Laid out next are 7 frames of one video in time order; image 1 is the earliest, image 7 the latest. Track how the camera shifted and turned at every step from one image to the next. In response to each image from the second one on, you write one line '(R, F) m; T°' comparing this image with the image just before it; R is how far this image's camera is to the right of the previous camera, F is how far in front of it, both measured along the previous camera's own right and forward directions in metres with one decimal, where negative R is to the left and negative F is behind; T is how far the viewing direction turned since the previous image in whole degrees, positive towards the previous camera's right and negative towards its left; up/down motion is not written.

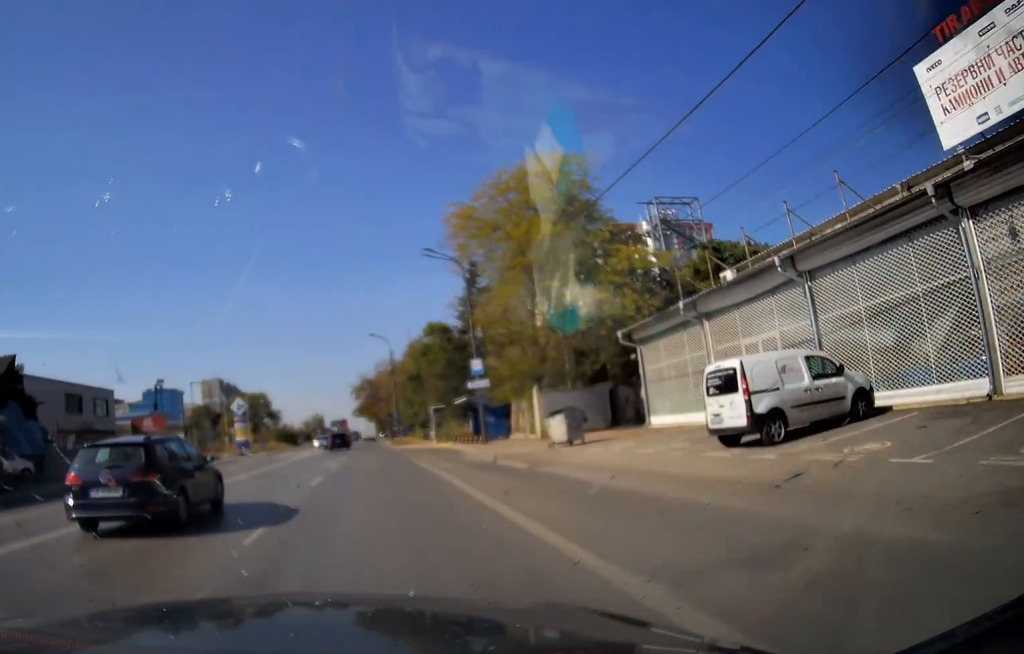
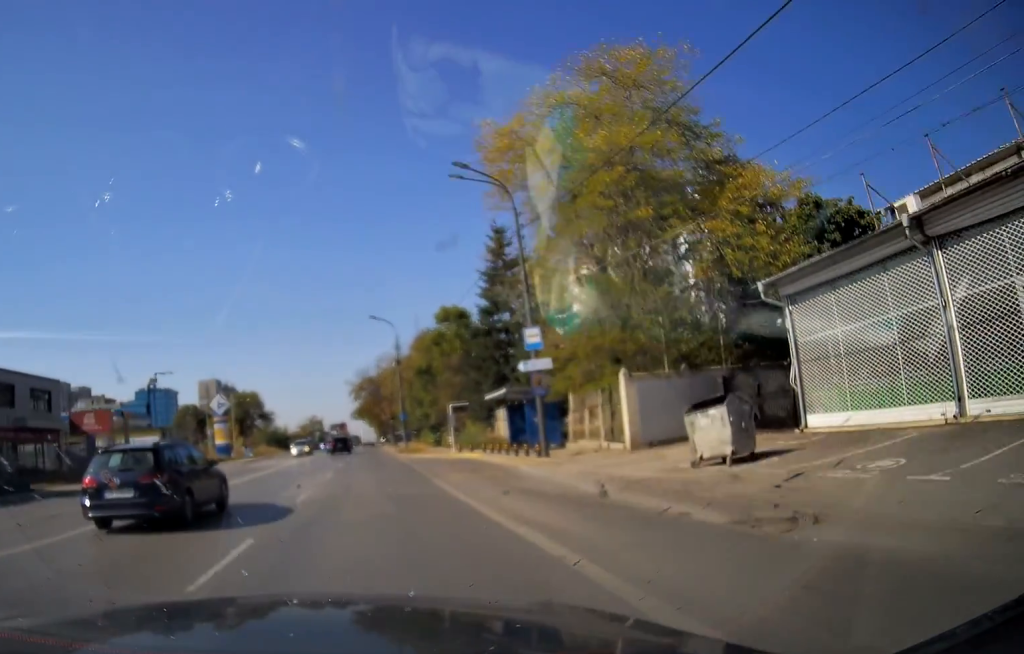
(0.0, +8.2) m; 0°
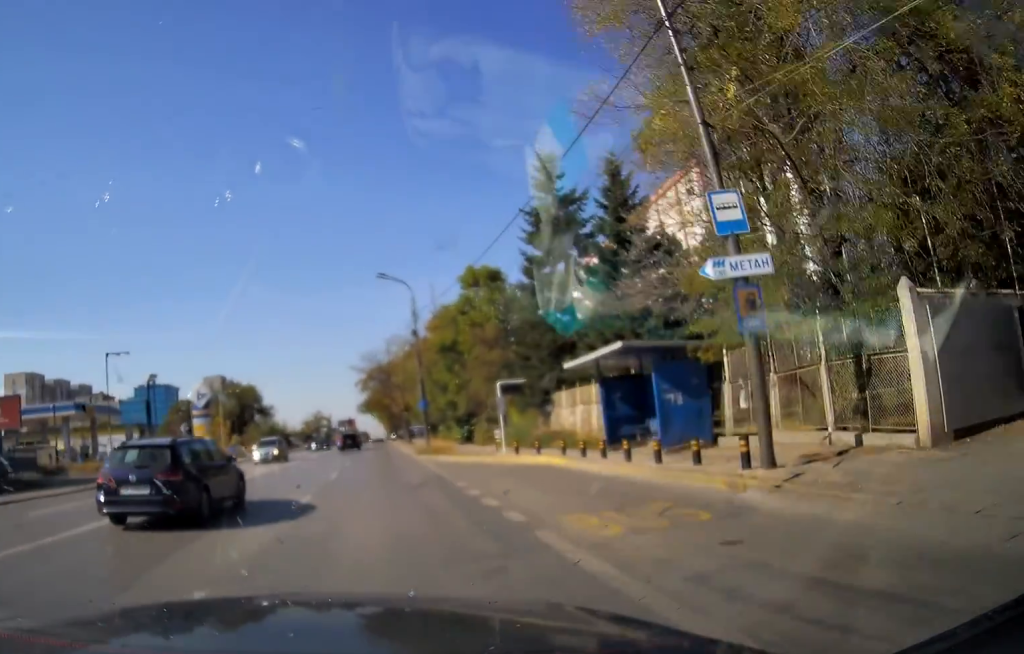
(0.0, +9.0) m; 0°
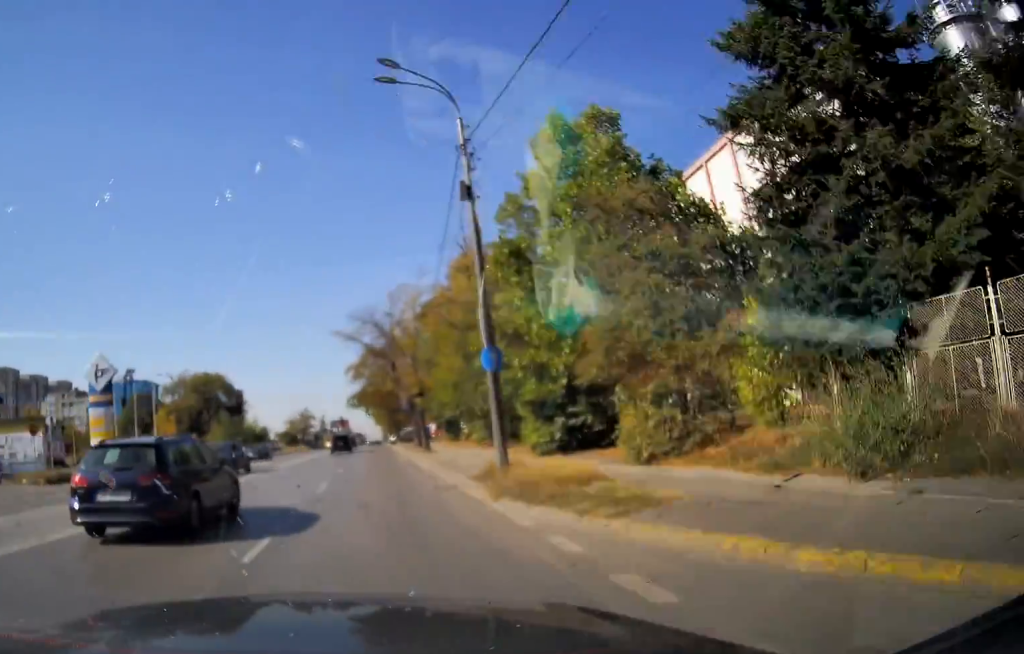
(-0.2, +18.1) m; -1°
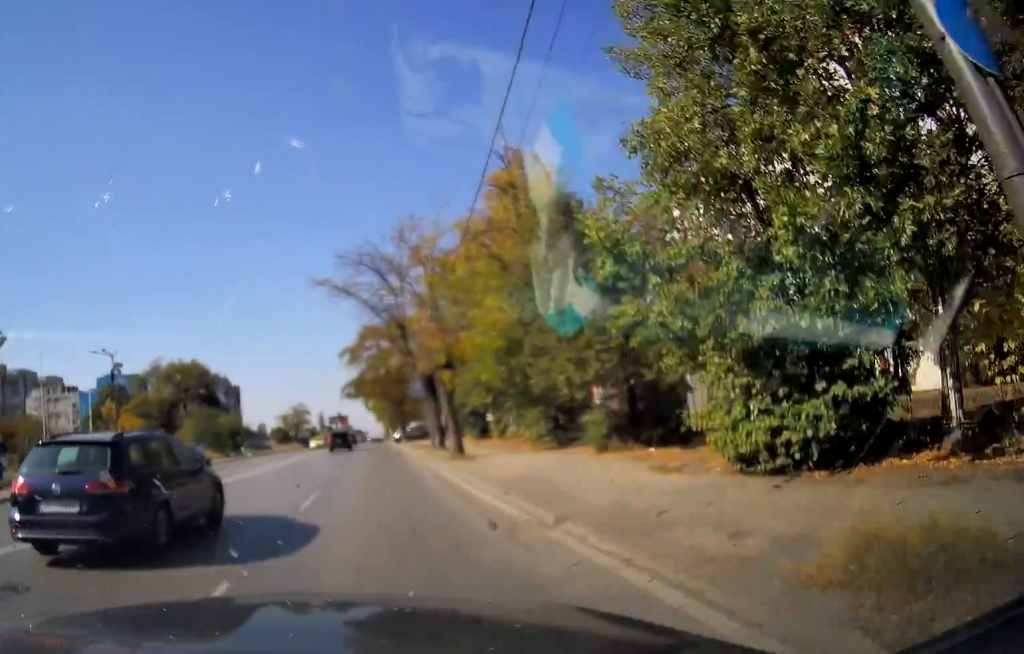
(+0.1, +11.3) m; 0°
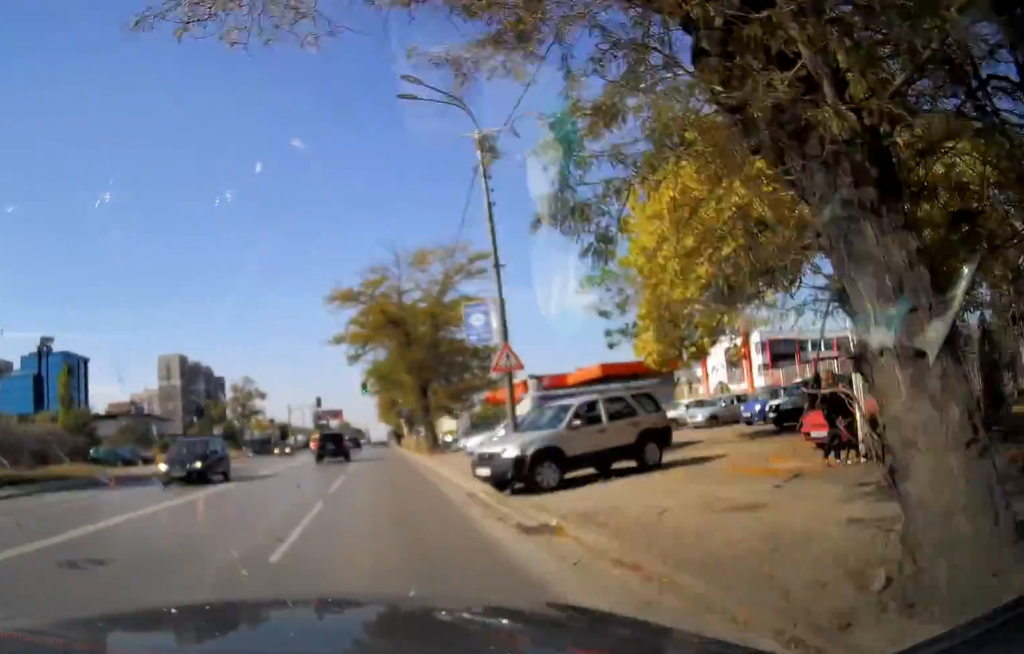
(-0.7, +53.3) m; -2°
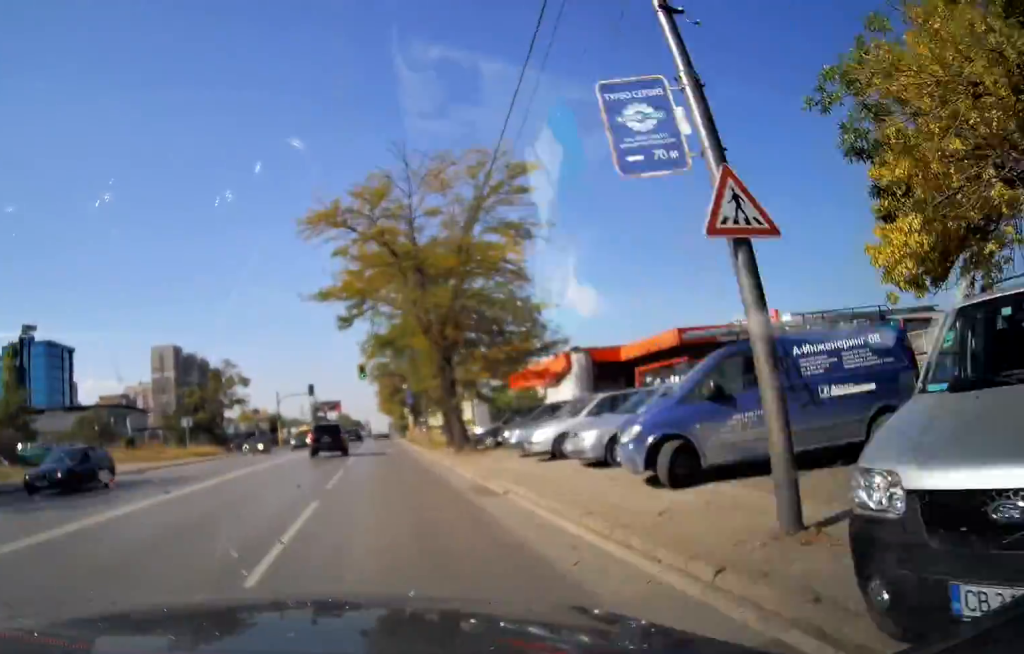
(-0.1, +10.0) m; 0°
